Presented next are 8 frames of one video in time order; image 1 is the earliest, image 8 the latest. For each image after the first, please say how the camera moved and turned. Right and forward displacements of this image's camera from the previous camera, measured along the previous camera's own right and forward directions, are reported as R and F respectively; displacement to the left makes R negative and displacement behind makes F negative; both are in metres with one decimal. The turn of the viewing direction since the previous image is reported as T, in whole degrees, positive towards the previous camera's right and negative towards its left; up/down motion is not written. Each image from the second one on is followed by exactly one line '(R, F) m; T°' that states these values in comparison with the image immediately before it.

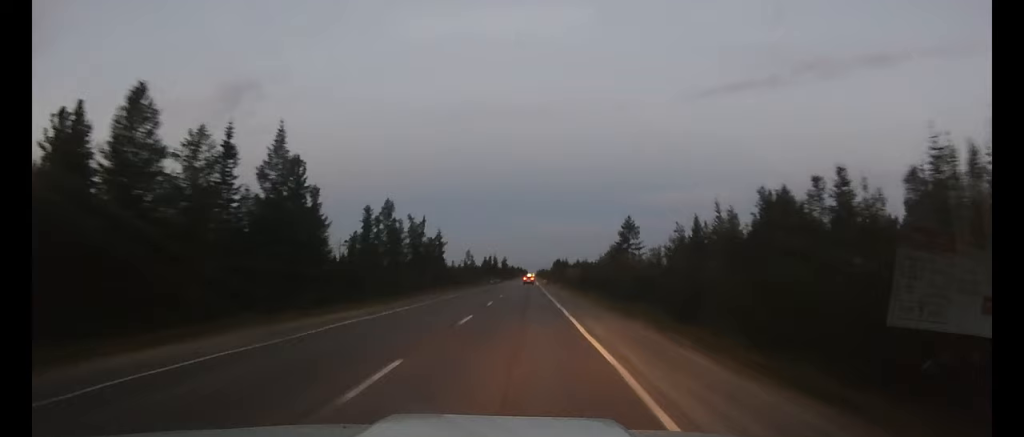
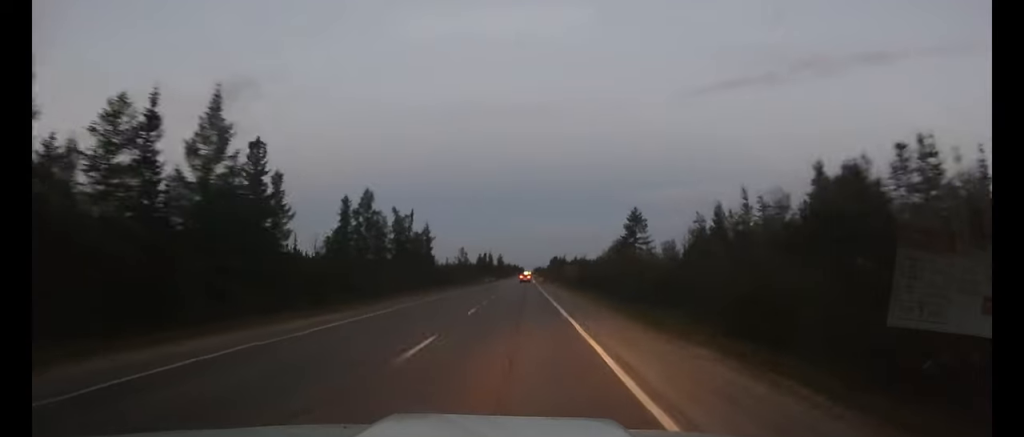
(0.0, +7.8) m; 0°
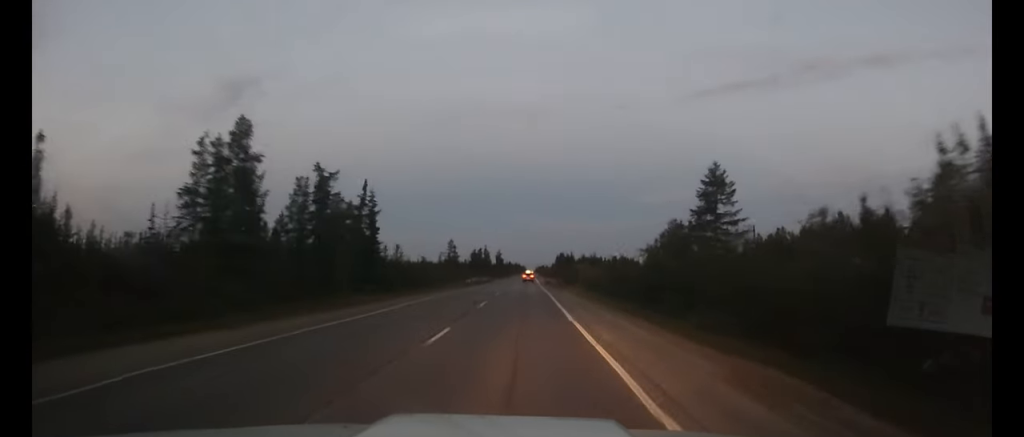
(0.0, +30.8) m; 0°
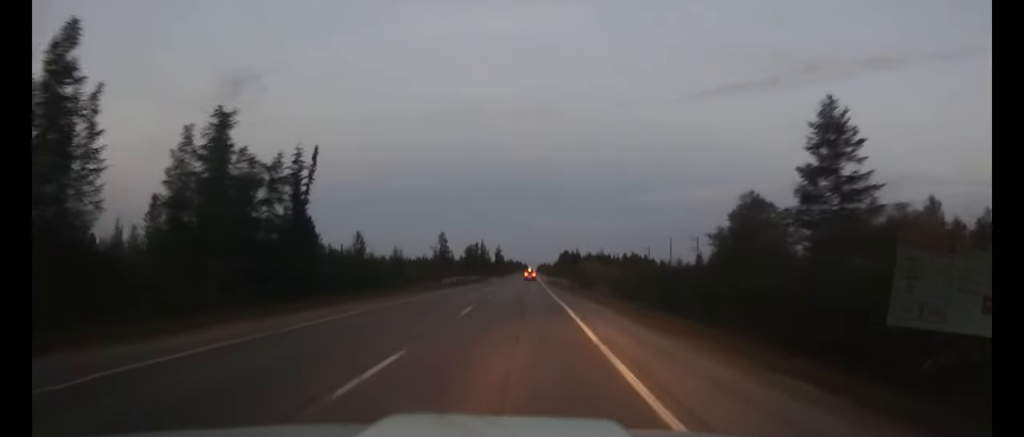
(0.0, +17.7) m; 0°
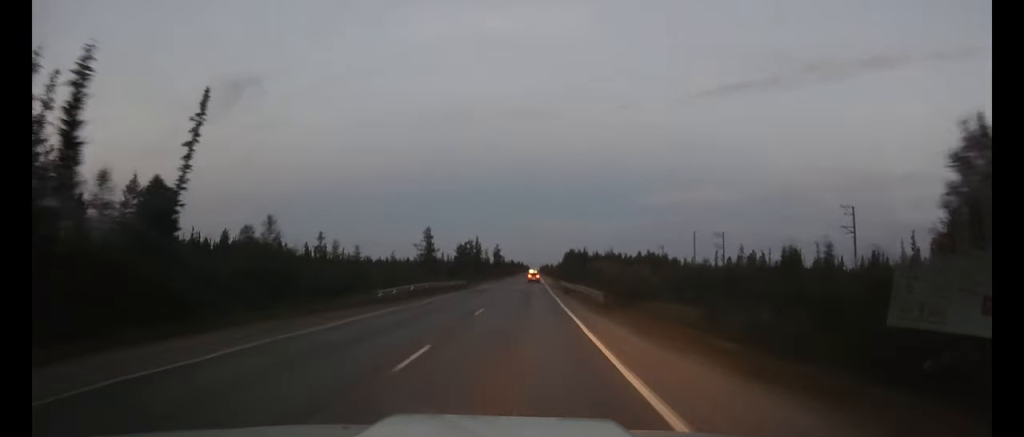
(0.0, +20.5) m; 0°
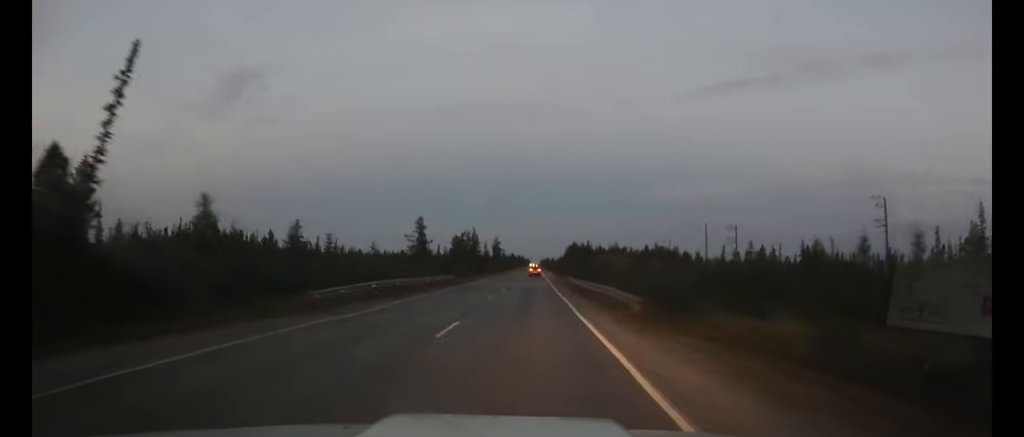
(0.0, +8.6) m; 0°
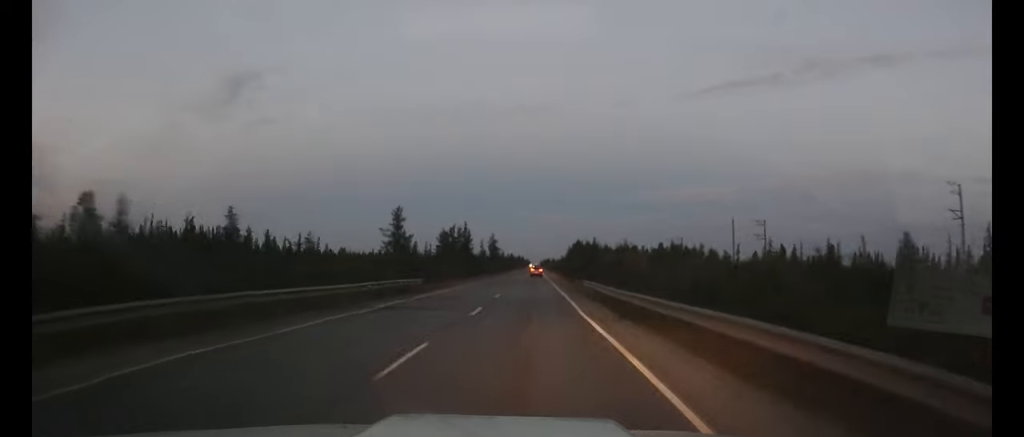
(0.0, +17.2) m; 0°
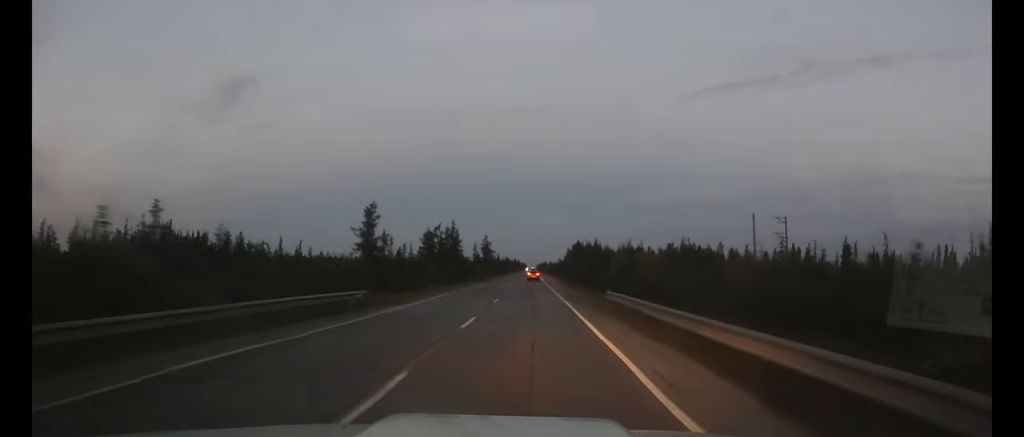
(0.0, +12.3) m; 0°
